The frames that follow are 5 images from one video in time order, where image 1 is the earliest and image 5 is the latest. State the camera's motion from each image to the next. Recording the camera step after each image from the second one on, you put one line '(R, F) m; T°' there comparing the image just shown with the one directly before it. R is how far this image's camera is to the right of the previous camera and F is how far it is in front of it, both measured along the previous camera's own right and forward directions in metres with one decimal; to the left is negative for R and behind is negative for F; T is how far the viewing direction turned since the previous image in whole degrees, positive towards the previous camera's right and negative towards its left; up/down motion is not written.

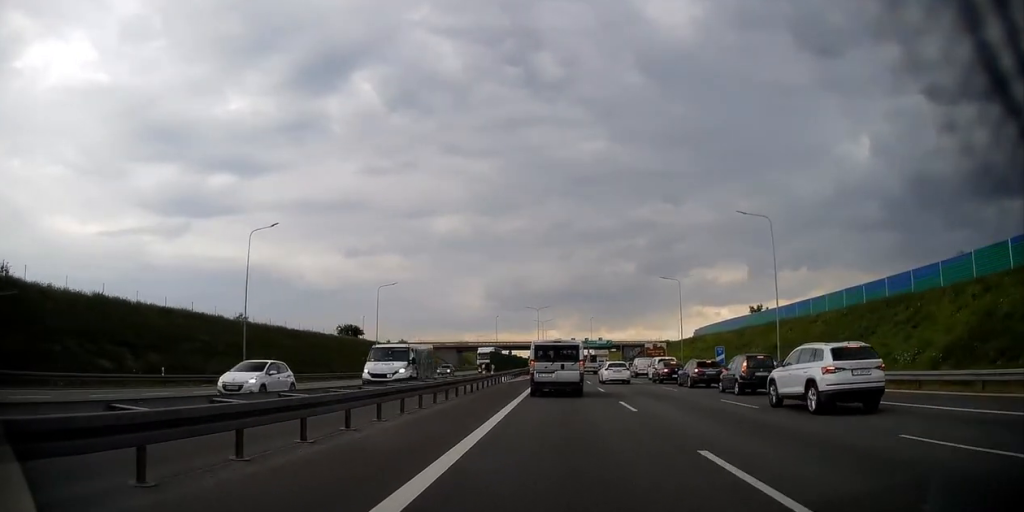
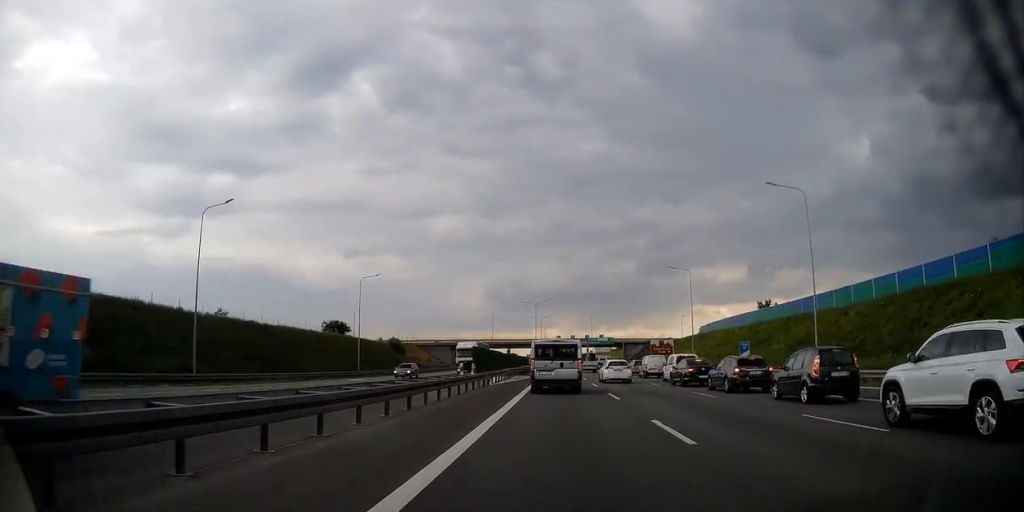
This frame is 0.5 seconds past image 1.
(-0.1, +6.1) m; +1°
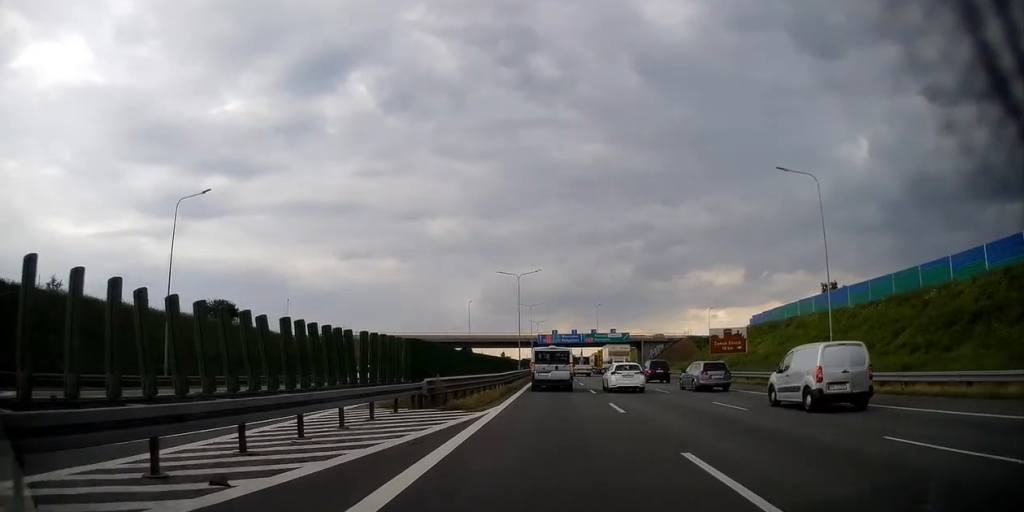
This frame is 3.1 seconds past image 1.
(-0.6, +40.8) m; -2°
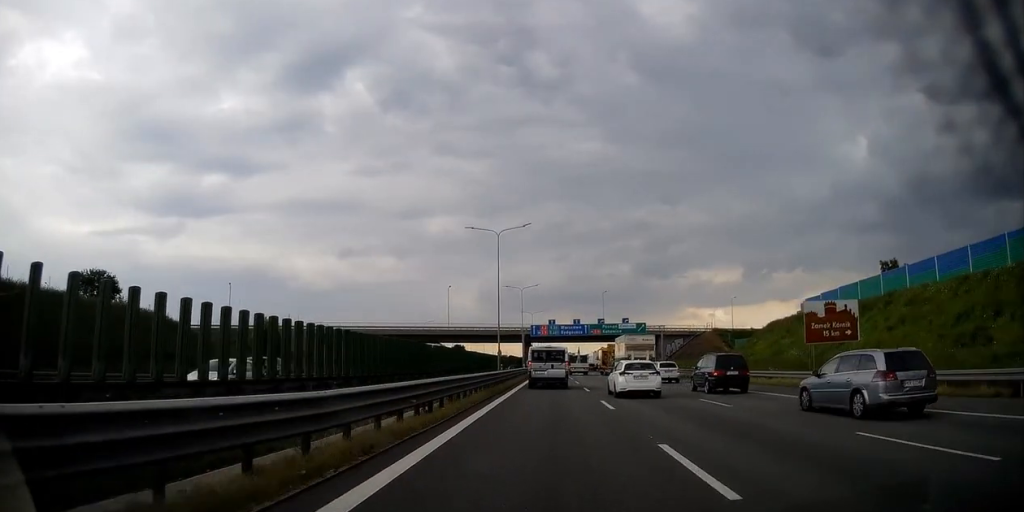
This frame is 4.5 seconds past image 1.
(+0.4, +27.3) m; 0°
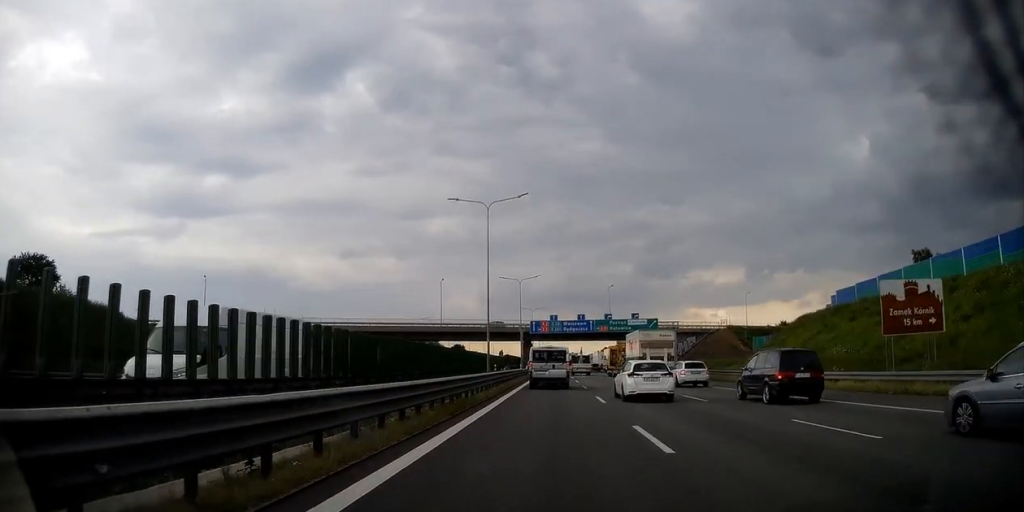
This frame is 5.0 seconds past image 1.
(-0.1, +11.0) m; 0°
